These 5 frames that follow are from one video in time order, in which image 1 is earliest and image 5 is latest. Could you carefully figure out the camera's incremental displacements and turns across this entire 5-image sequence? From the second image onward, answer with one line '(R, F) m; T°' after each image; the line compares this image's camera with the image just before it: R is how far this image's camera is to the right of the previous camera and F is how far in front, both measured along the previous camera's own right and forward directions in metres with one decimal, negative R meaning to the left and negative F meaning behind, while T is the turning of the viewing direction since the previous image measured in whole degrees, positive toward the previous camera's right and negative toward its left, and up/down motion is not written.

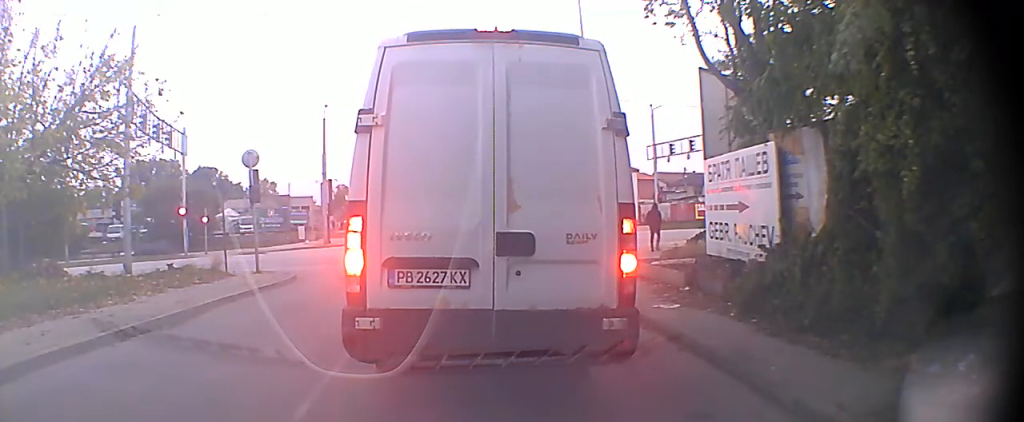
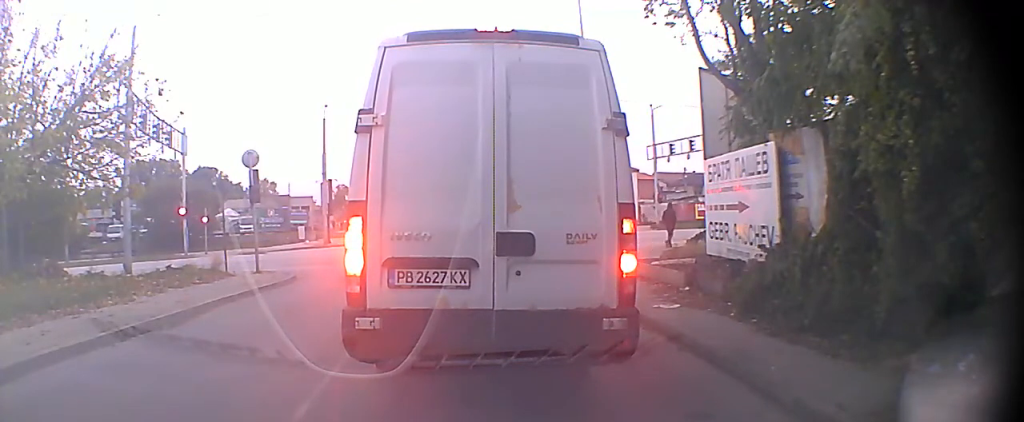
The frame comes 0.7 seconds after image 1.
(0.0, 0.0) m; 0°
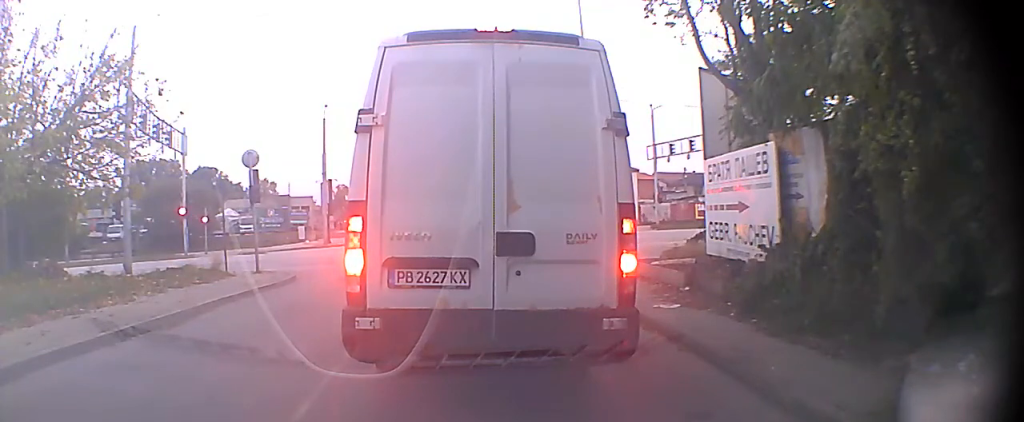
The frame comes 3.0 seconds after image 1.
(0.0, 0.0) m; 0°
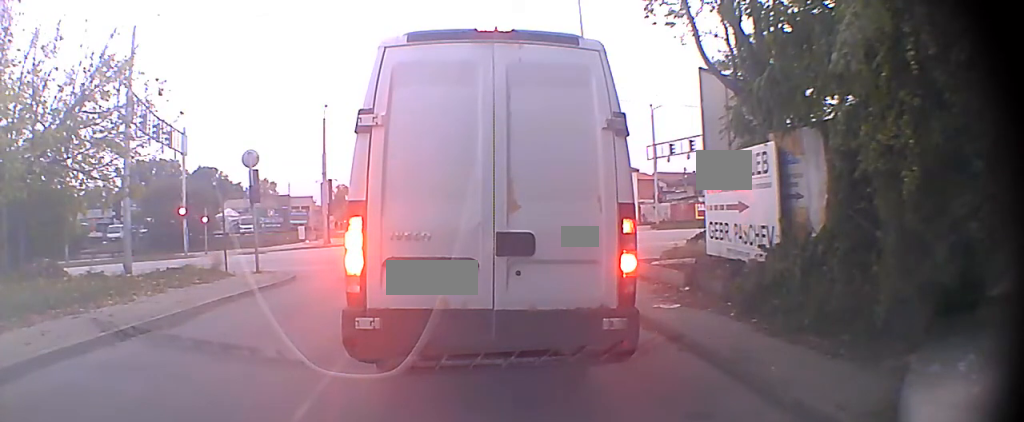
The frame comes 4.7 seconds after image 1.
(0.0, 0.0) m; 0°
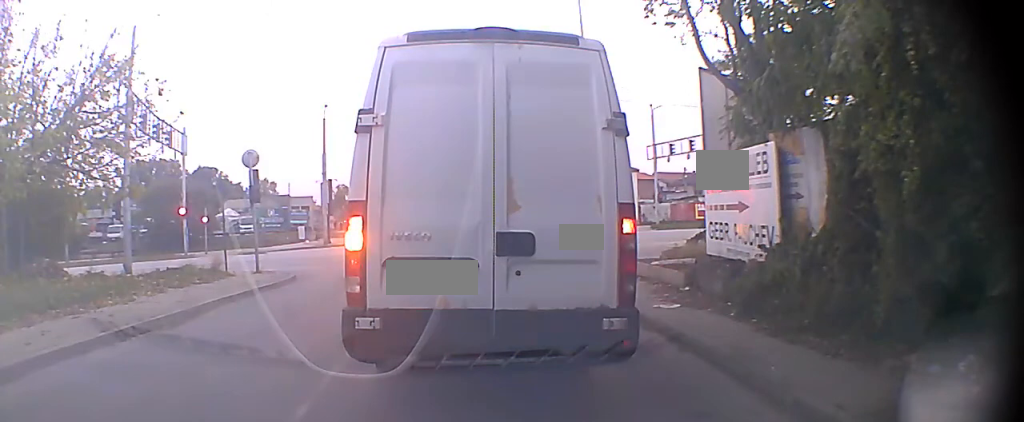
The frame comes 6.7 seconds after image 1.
(0.0, 0.0) m; 0°
